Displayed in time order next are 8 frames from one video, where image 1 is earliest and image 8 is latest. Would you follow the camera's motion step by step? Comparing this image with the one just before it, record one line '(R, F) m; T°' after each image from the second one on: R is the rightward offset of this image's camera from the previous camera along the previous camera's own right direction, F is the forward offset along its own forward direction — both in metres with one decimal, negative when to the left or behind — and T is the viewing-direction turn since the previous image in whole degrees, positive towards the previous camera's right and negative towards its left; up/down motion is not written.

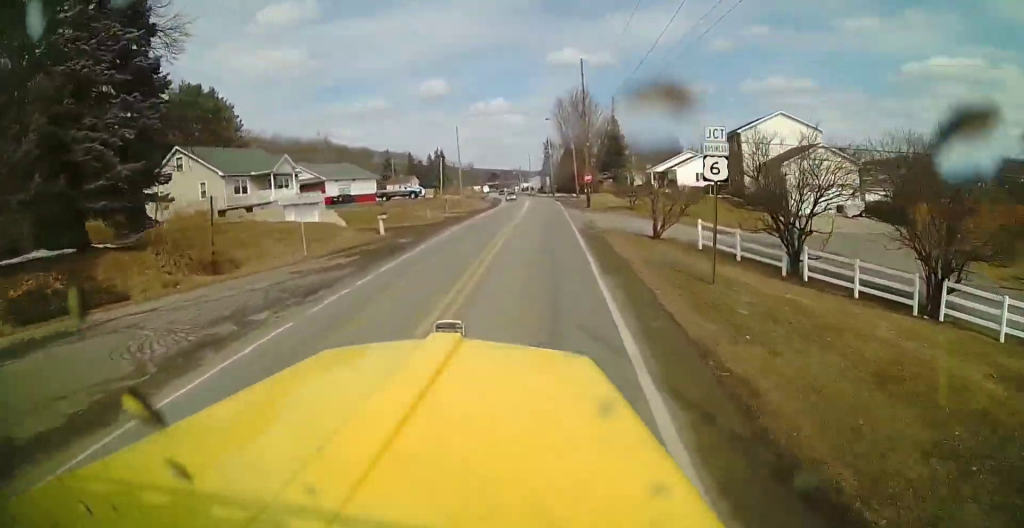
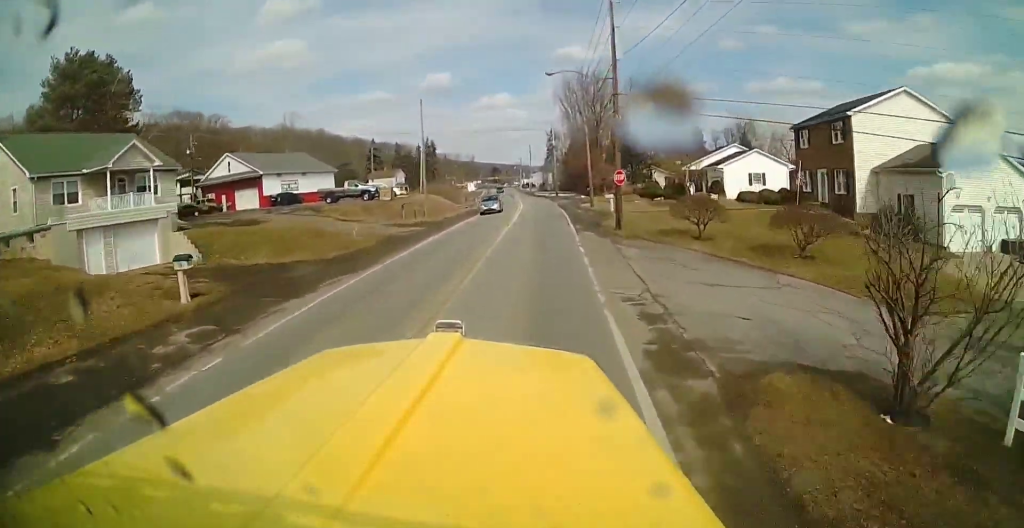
(-0.1, +18.9) m; 0°
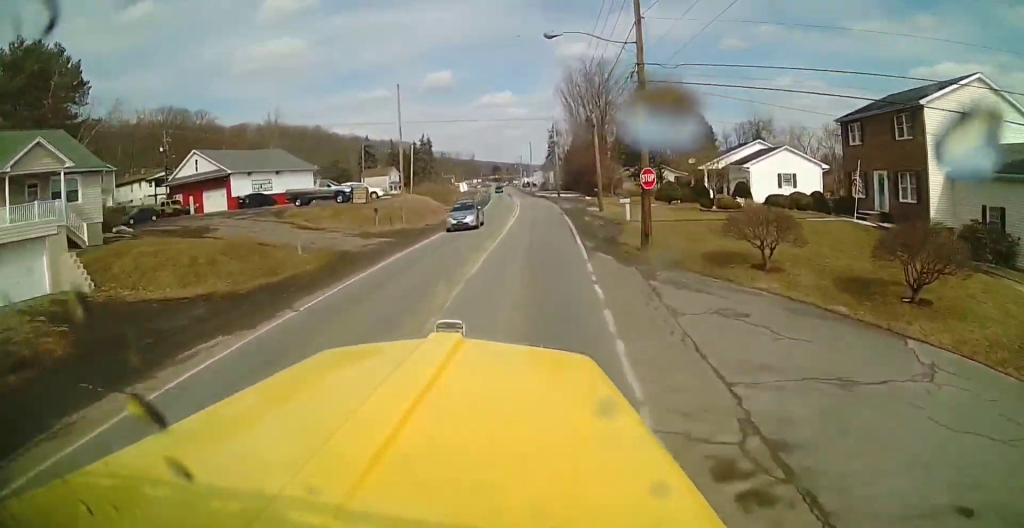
(+0.2, +7.0) m; 0°
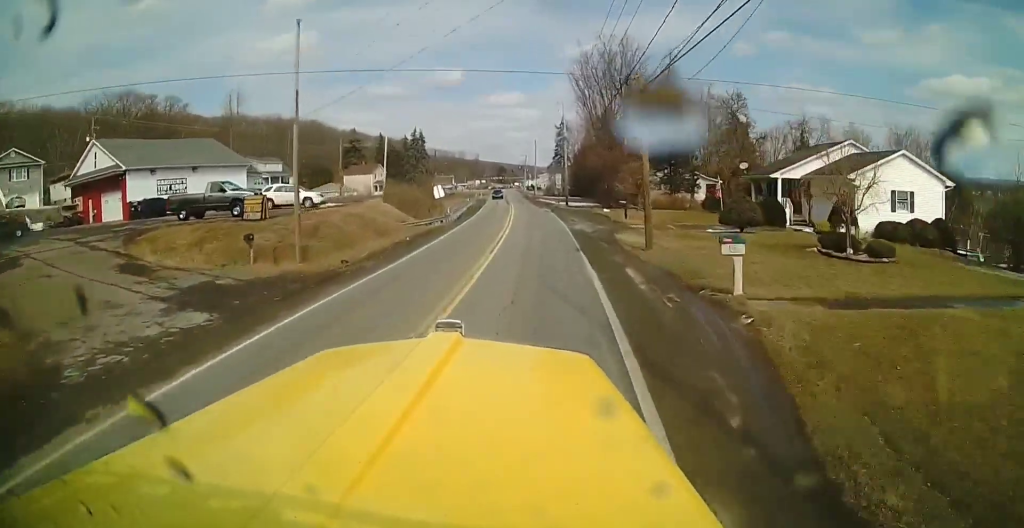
(-0.6, +16.6) m; -1°
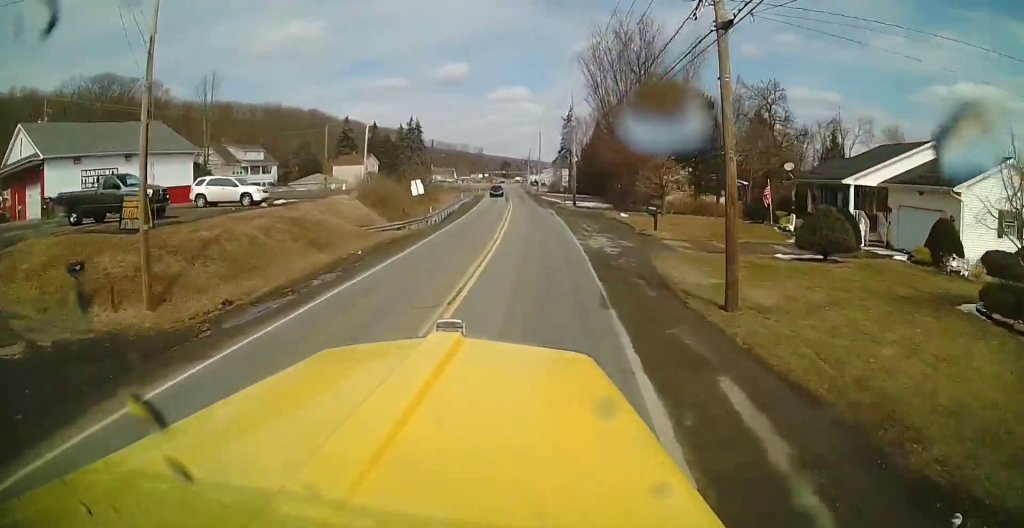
(+0.1, +9.0) m; 0°
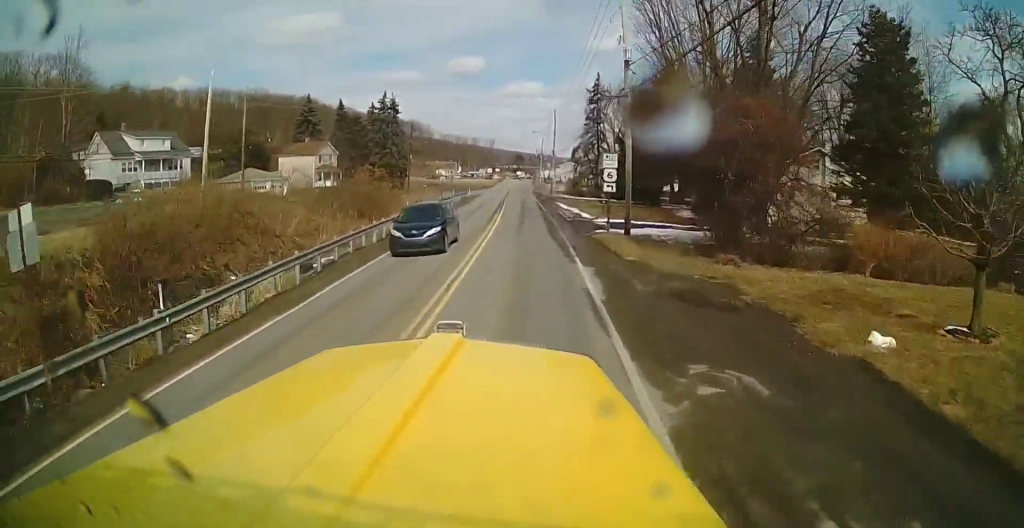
(-0.3, +30.9) m; -1°
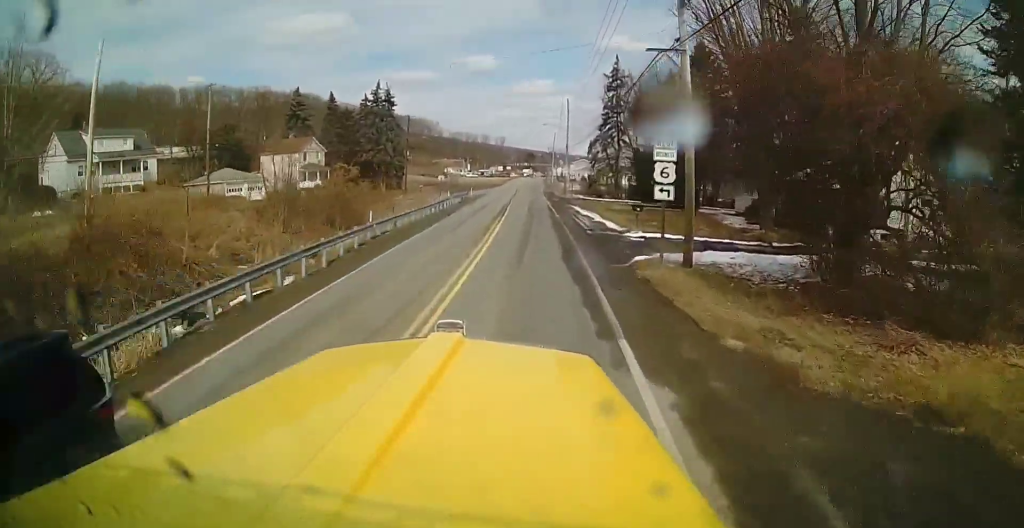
(0.0, +9.8) m; 0°
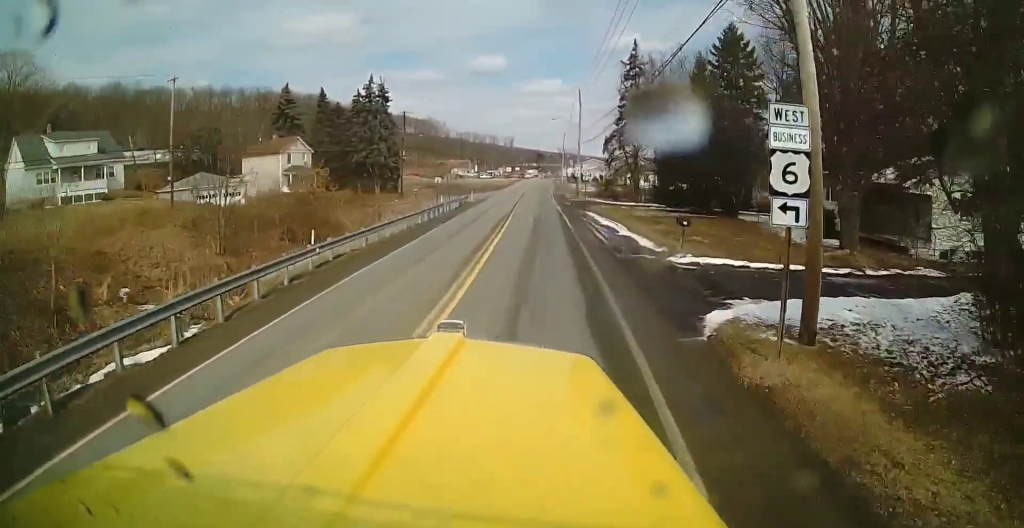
(0.0, +7.8) m; 0°
